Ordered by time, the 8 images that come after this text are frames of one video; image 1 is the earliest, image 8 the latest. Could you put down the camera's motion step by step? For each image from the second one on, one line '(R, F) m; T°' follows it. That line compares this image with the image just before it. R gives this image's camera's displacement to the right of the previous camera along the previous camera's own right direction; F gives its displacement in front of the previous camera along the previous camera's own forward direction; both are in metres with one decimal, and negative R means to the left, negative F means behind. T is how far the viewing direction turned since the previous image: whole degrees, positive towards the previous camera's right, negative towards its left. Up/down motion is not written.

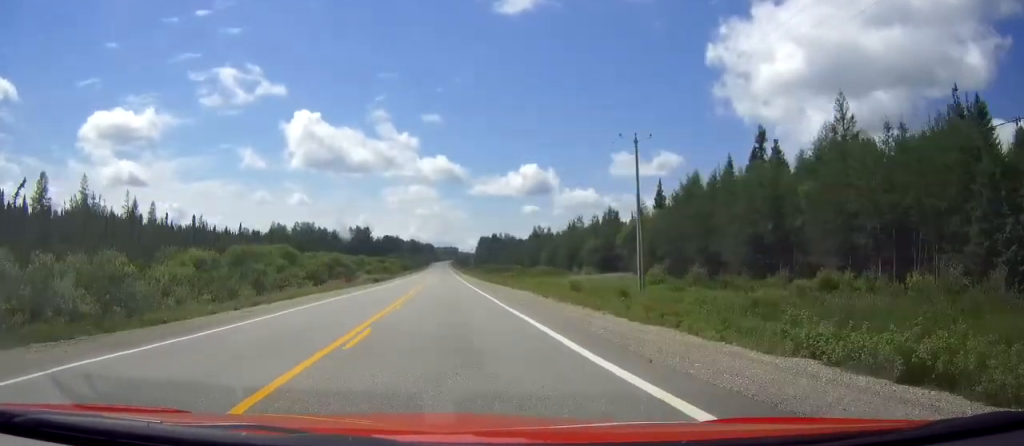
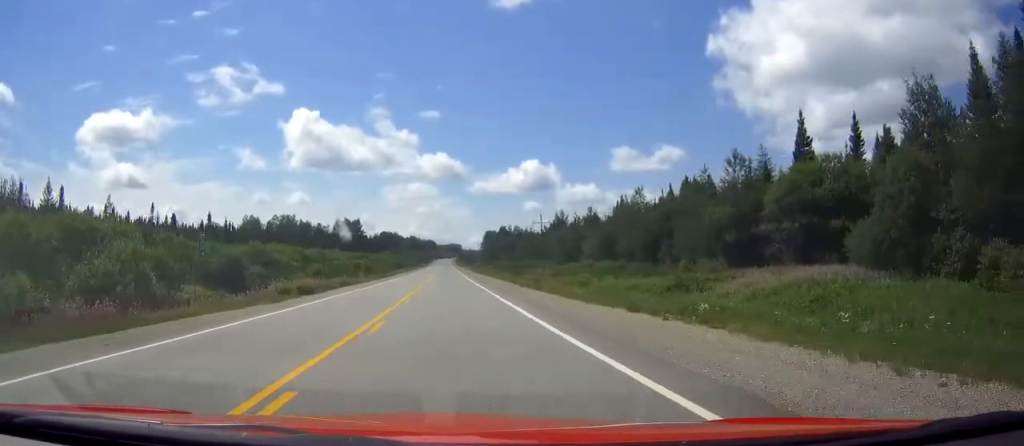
(-0.2, +42.3) m; 0°
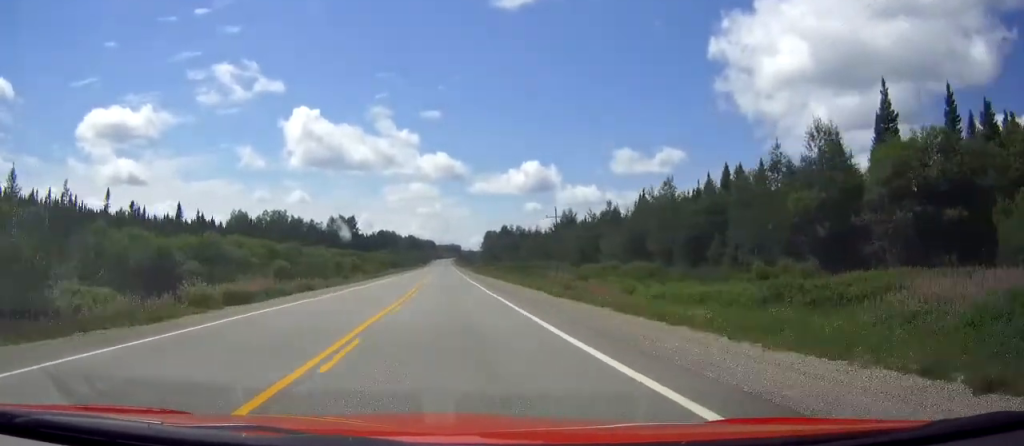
(0.0, +13.4) m; 0°
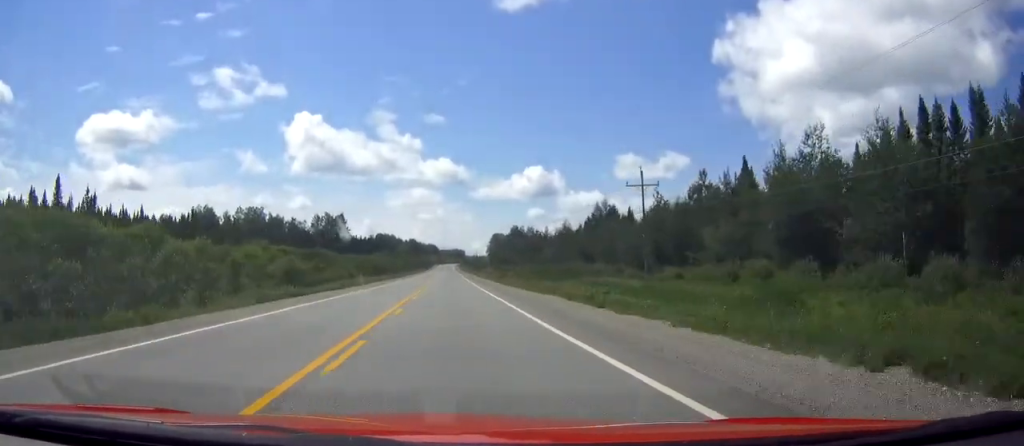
(+0.1, +35.9) m; 0°
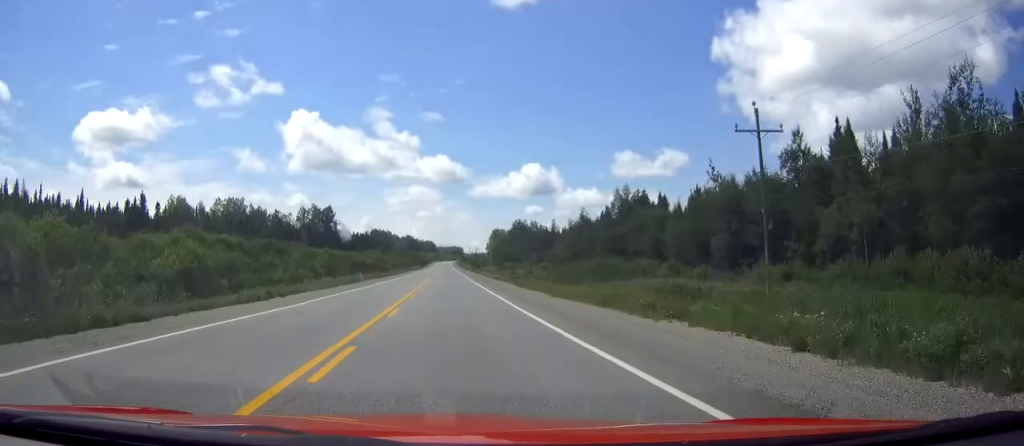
(-0.1, +19.1) m; 0°
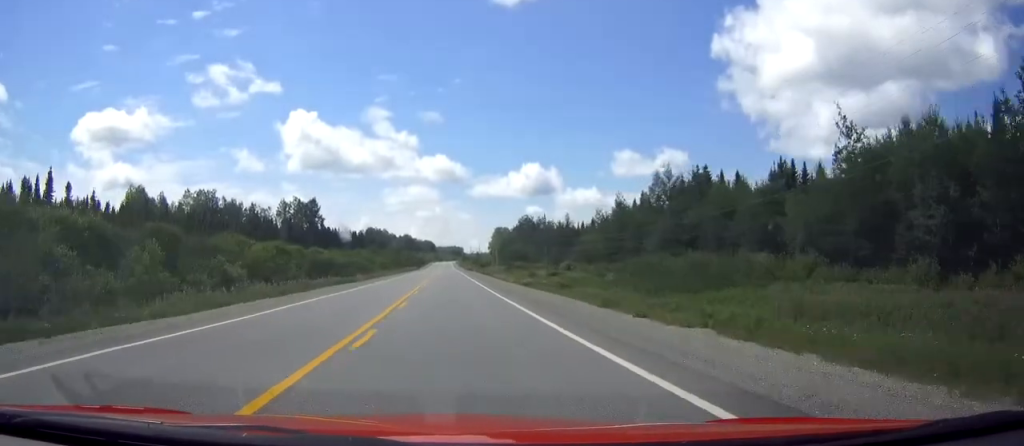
(0.0, +24.6) m; 0°
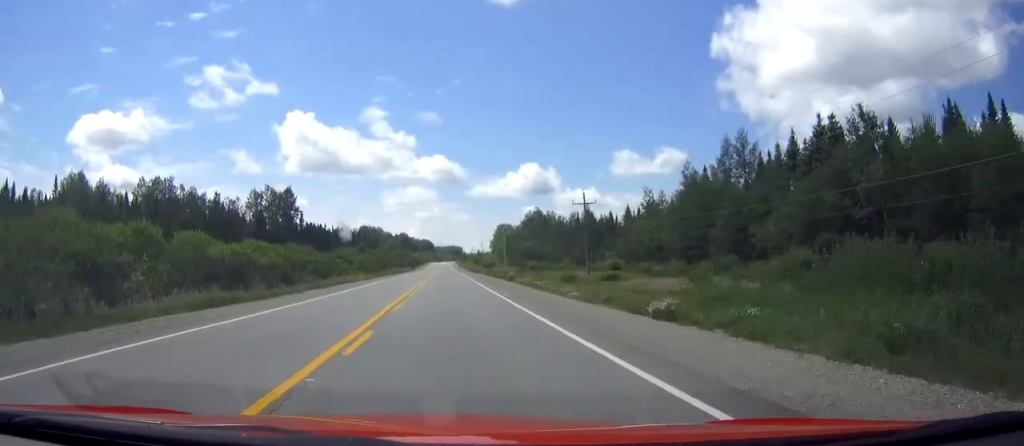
(+0.1, +27.8) m; 0°
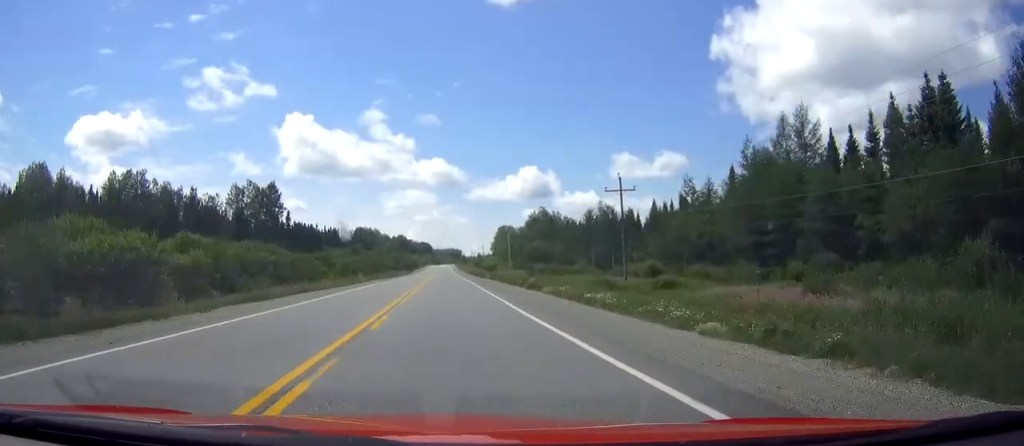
(+0.1, +14.4) m; 0°
